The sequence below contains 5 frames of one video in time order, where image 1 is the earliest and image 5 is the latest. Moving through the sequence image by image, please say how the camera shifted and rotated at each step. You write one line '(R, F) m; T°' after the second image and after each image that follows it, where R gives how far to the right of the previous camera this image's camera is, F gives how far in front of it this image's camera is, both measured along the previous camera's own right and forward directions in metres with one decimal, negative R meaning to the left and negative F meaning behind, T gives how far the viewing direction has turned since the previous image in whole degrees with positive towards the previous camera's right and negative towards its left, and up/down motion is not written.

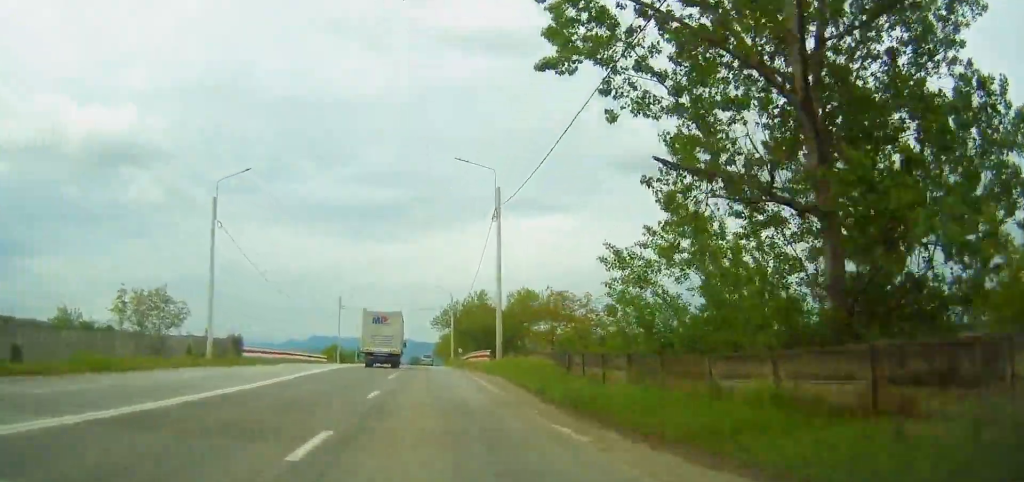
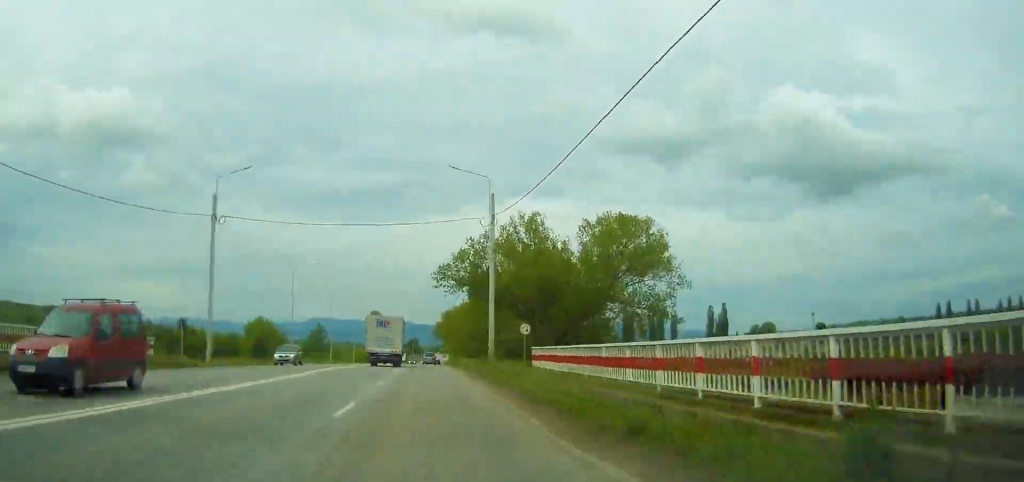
(-3.8, +90.1) m; -2°
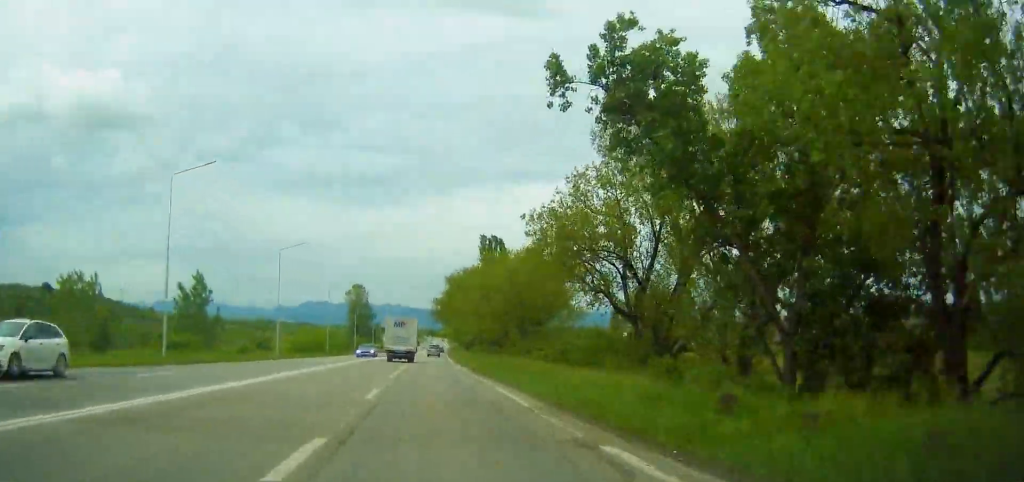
(+1.5, +69.4) m; +2°
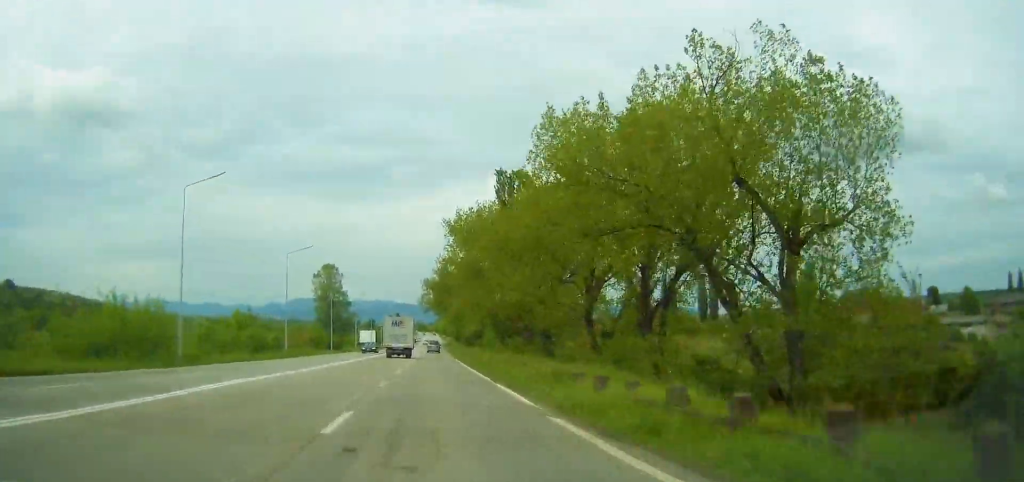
(+0.1, +51.9) m; +1°
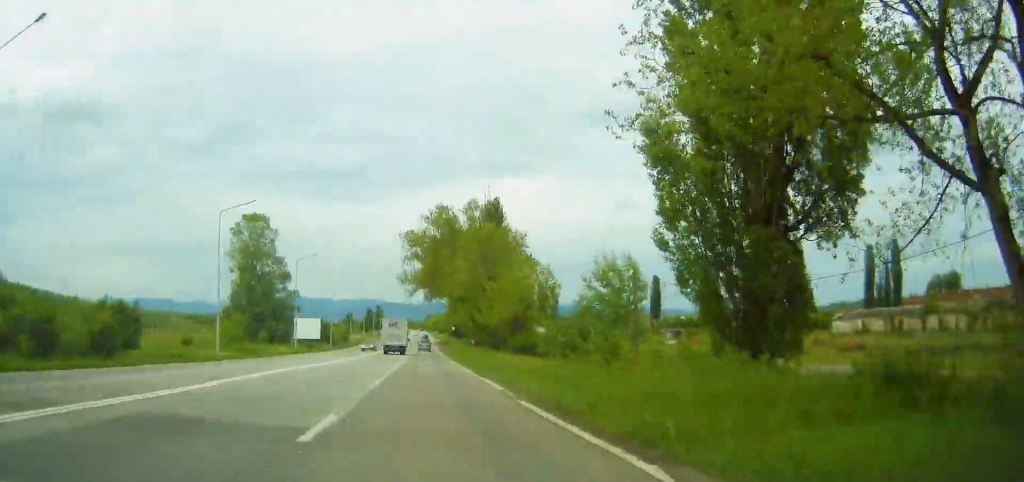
(+0.7, +72.1) m; +1°
